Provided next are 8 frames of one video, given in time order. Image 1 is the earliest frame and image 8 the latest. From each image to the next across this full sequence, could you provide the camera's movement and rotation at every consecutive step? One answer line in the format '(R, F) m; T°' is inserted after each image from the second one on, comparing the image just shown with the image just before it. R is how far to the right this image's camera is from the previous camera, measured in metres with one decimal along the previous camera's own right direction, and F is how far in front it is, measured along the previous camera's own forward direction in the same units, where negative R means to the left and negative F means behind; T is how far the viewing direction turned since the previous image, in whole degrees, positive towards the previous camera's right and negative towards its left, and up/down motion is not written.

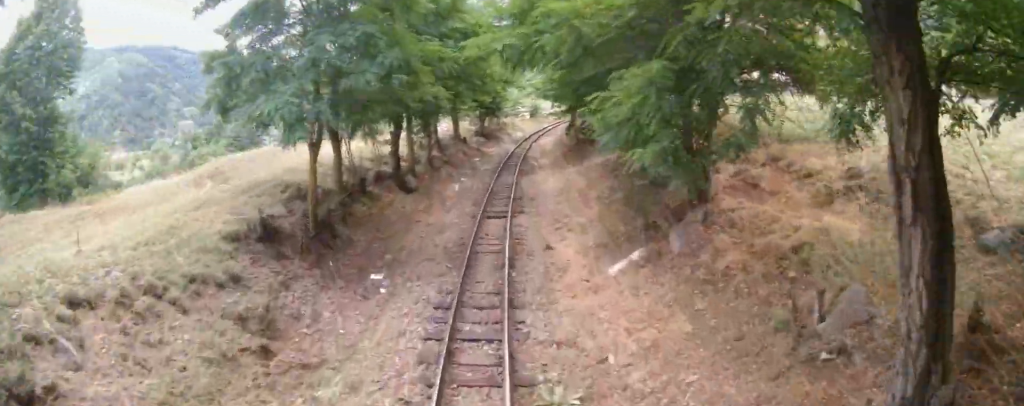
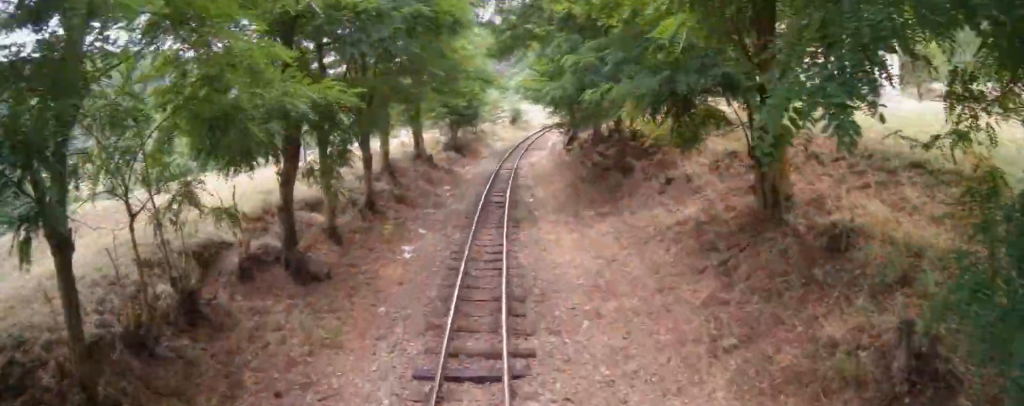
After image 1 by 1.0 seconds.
(-0.3, +9.6) m; 0°
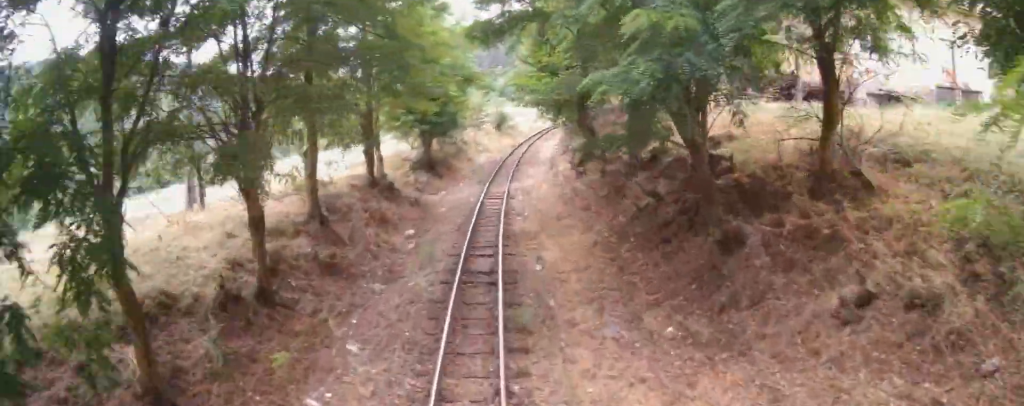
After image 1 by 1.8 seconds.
(+0.3, +7.8) m; +2°
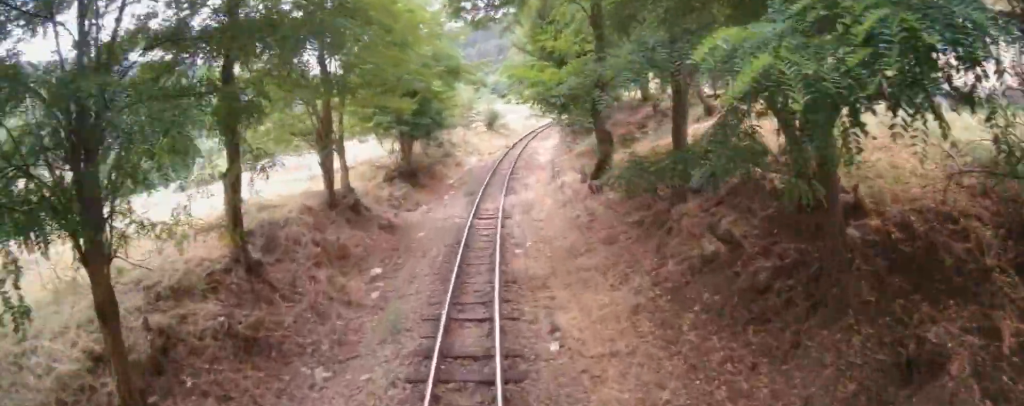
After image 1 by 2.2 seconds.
(0.0, +4.2) m; 0°
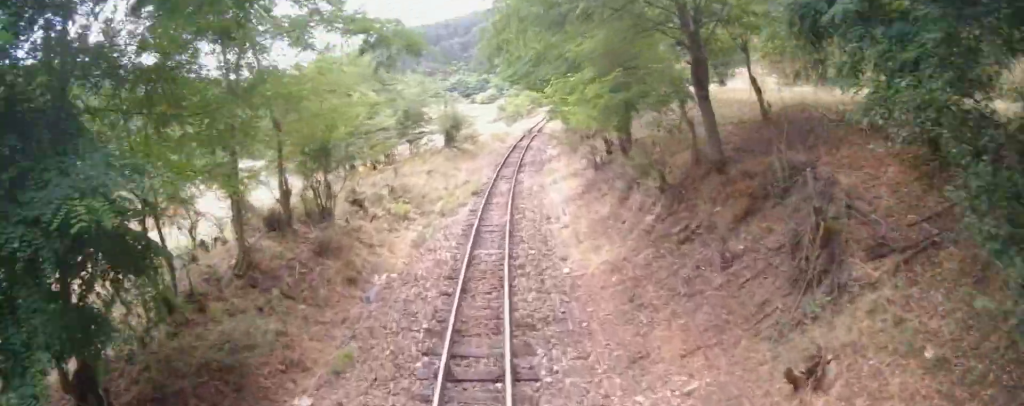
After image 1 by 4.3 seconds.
(0.0, +20.2) m; +2°
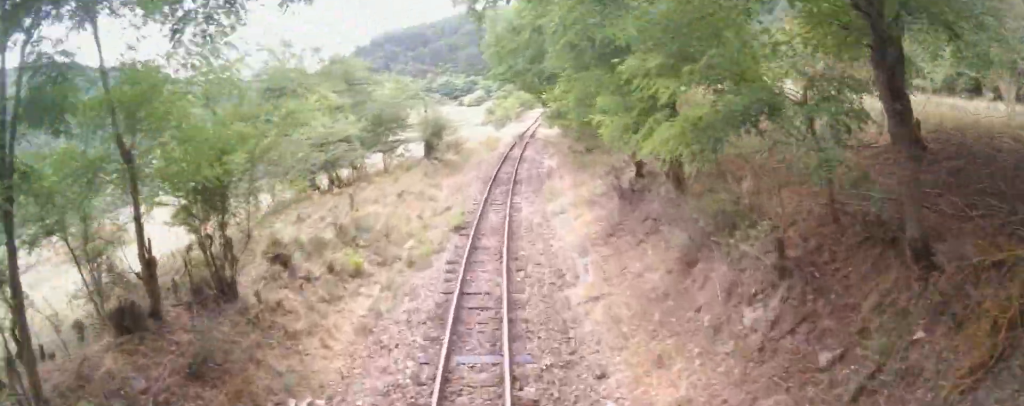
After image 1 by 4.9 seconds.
(-0.2, +5.5) m; +3°
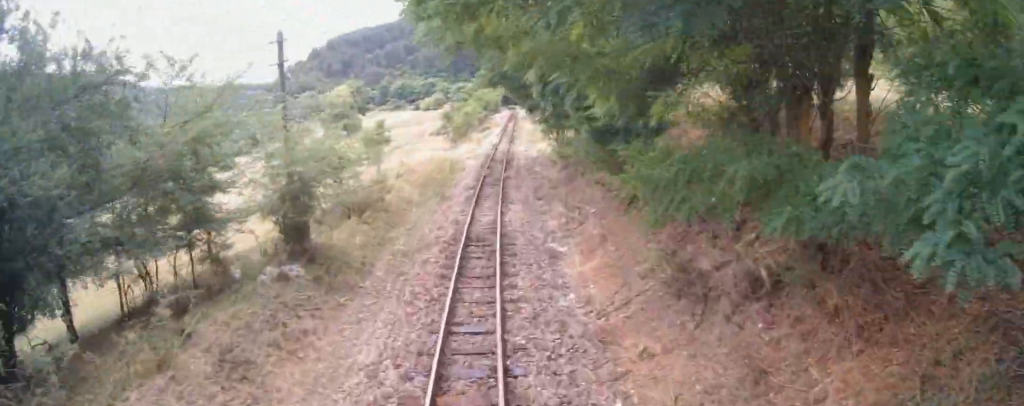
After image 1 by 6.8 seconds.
(+0.8, +18.8) m; 0°
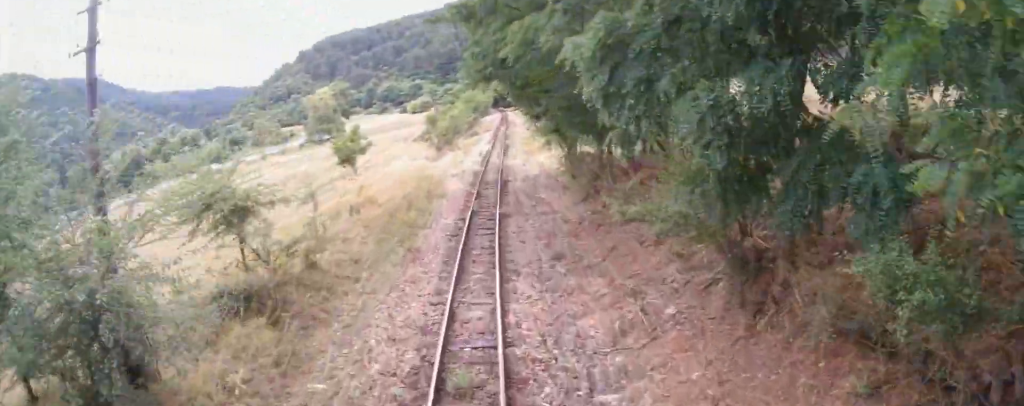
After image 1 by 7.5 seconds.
(-0.1, +7.8) m; 0°
